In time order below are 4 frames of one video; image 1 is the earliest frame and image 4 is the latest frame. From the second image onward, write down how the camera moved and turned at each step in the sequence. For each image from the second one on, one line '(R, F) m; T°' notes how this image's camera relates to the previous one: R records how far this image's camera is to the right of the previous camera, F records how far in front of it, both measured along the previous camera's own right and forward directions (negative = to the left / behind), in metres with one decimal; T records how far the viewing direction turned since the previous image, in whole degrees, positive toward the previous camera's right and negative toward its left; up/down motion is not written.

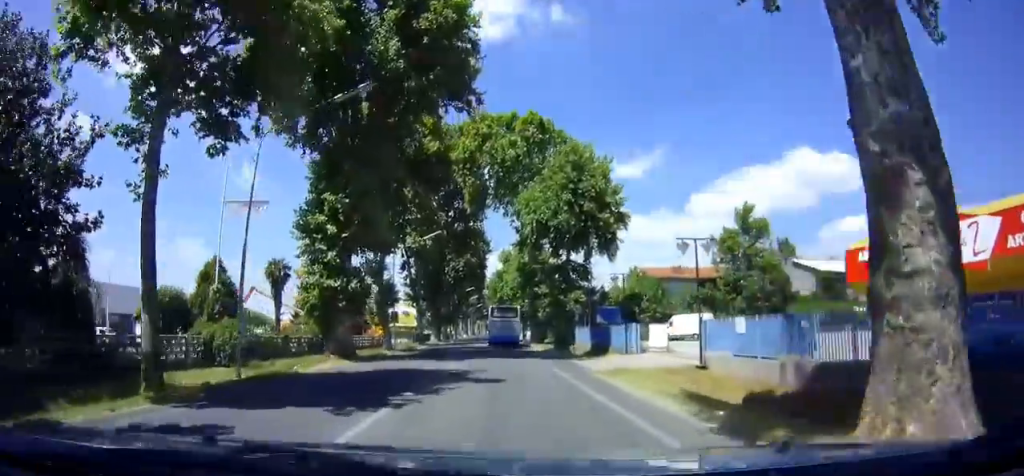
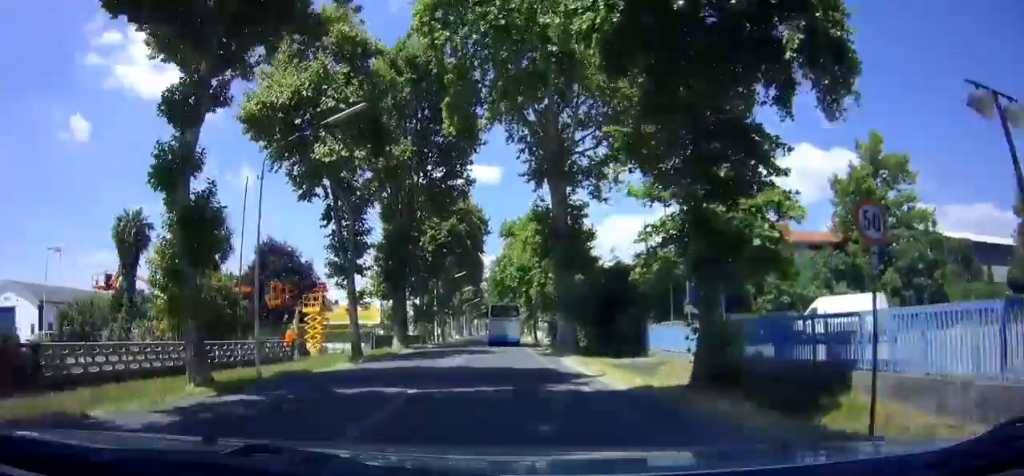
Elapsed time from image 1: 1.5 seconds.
(-0.1, +23.6) m; -1°
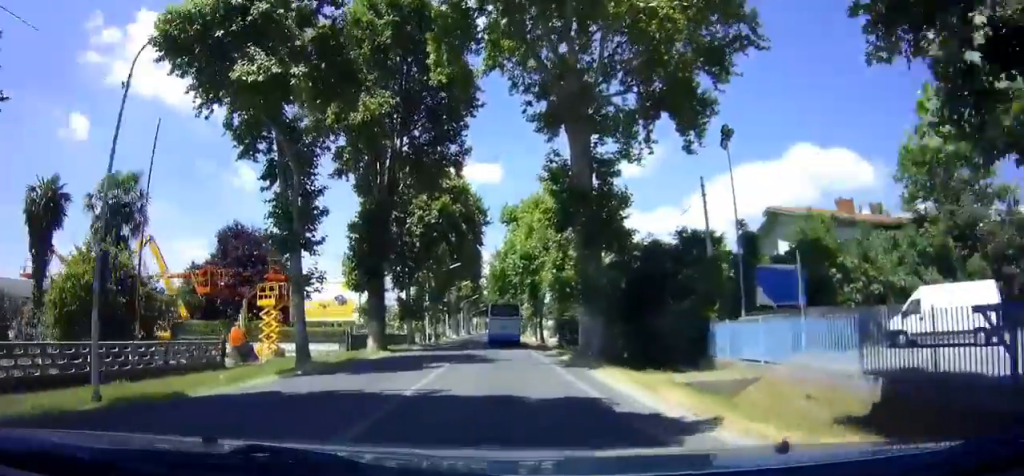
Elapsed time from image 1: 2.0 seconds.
(0.0, +7.7) m; 0°
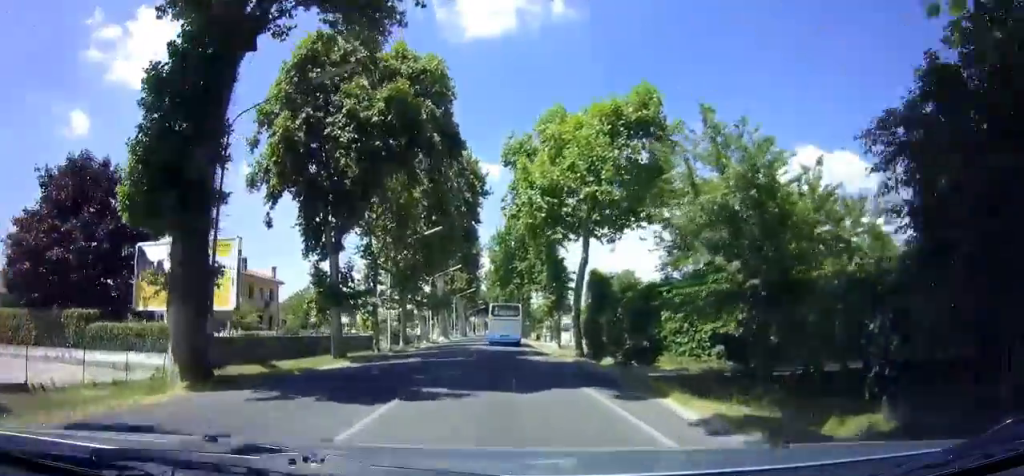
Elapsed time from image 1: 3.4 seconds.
(+0.1, +21.1) m; 0°
